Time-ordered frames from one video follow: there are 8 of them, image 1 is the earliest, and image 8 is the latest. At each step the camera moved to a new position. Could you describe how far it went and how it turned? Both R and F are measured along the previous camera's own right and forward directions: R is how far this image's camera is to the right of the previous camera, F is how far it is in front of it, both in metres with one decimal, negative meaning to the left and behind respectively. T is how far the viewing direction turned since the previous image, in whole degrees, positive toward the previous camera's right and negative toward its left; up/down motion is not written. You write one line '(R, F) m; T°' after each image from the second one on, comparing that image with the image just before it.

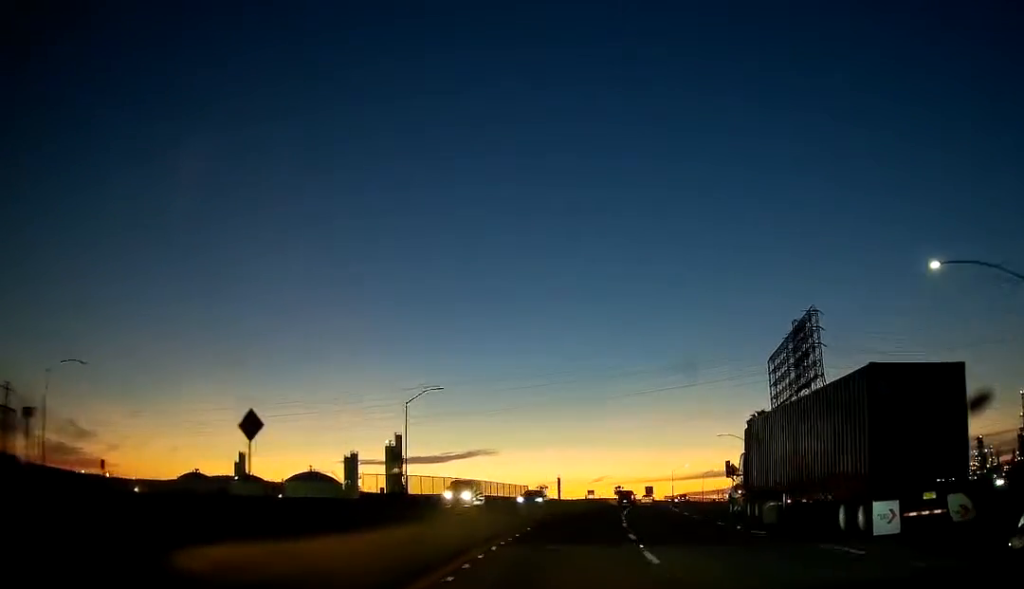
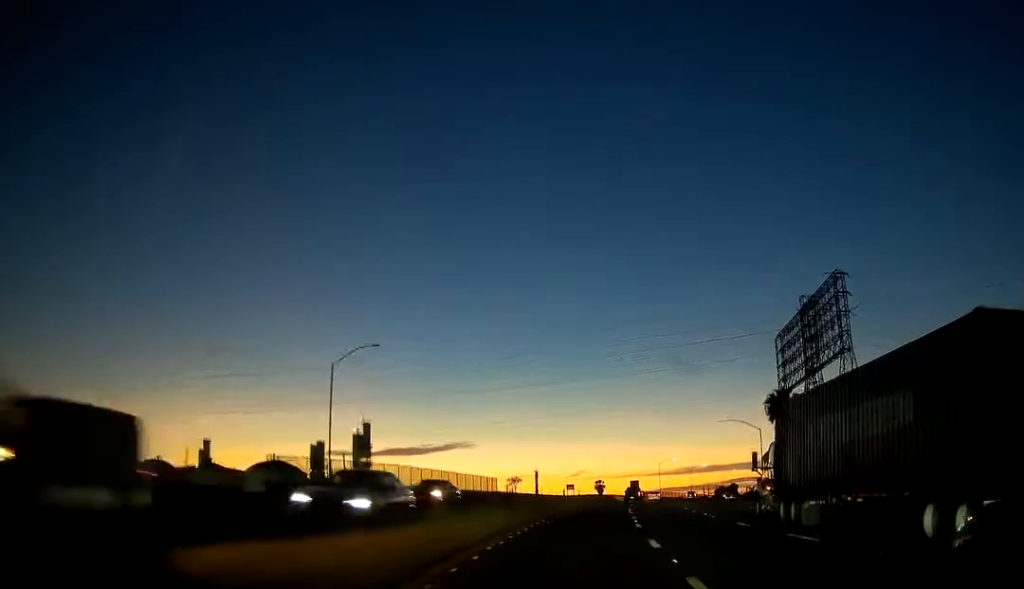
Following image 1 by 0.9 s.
(+0.3, +19.4) m; +2°
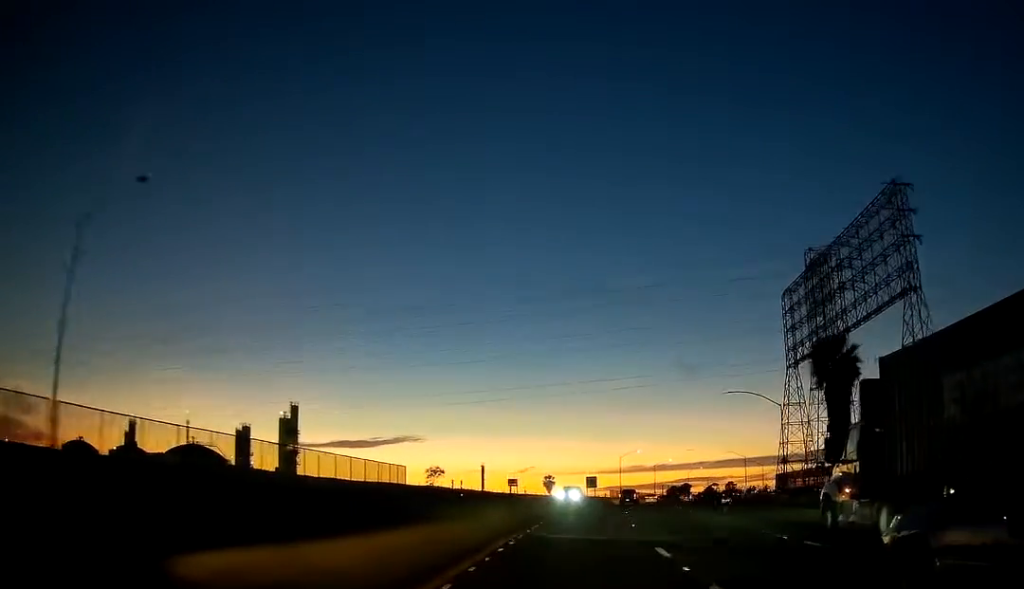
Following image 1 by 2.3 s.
(+0.7, +30.4) m; +5°
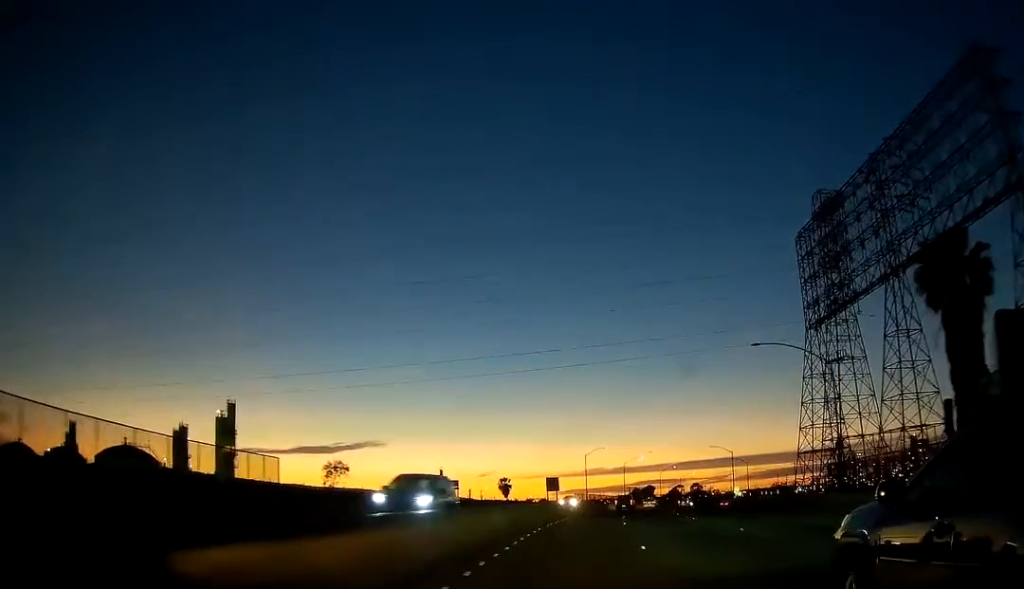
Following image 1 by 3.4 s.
(+1.3, +24.1) m; +3°
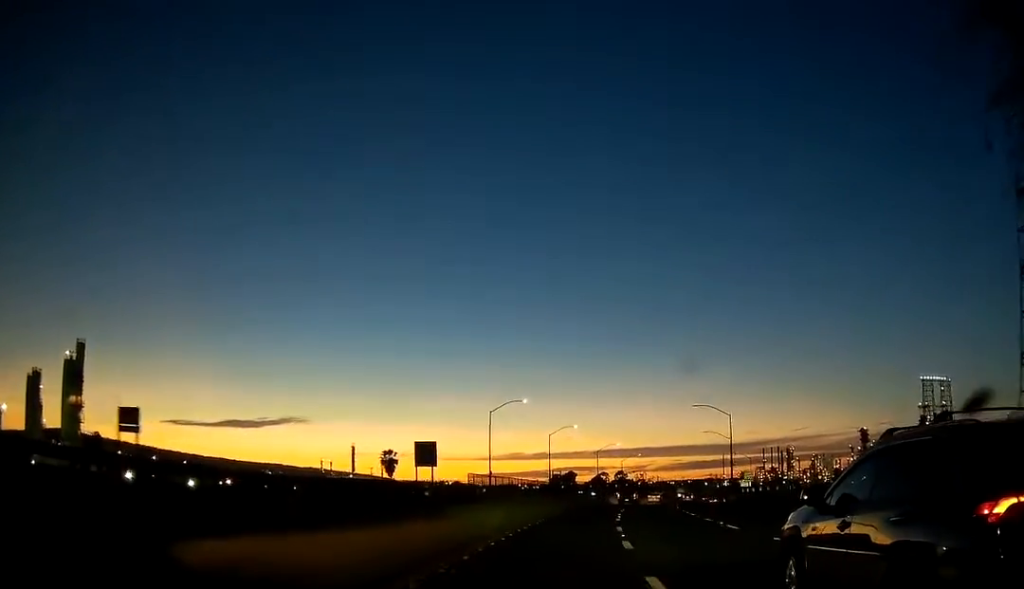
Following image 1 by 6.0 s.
(+1.1, +56.5) m; +5°
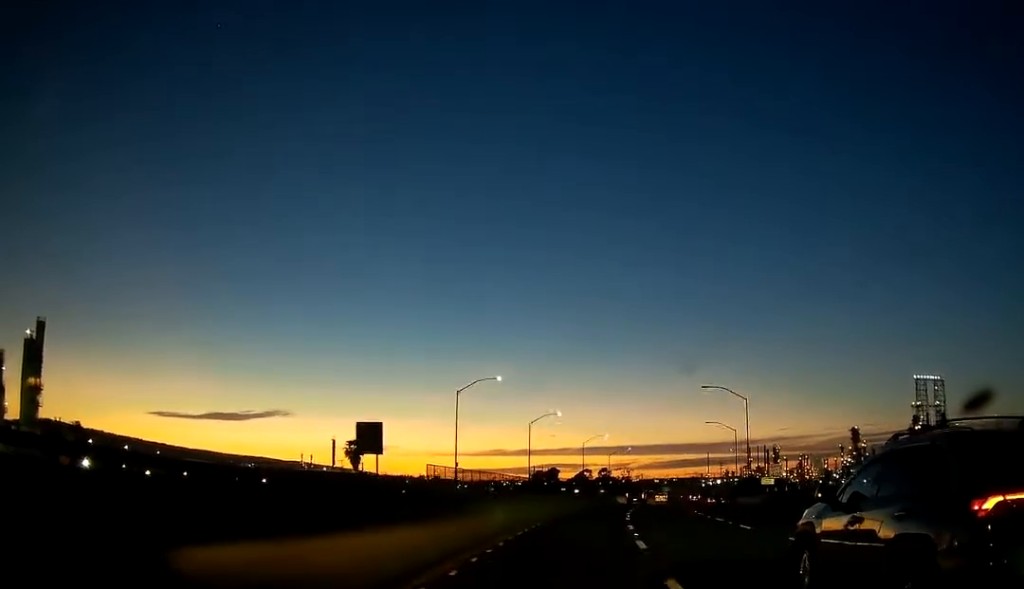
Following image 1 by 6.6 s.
(+0.4, +14.5) m; +2°
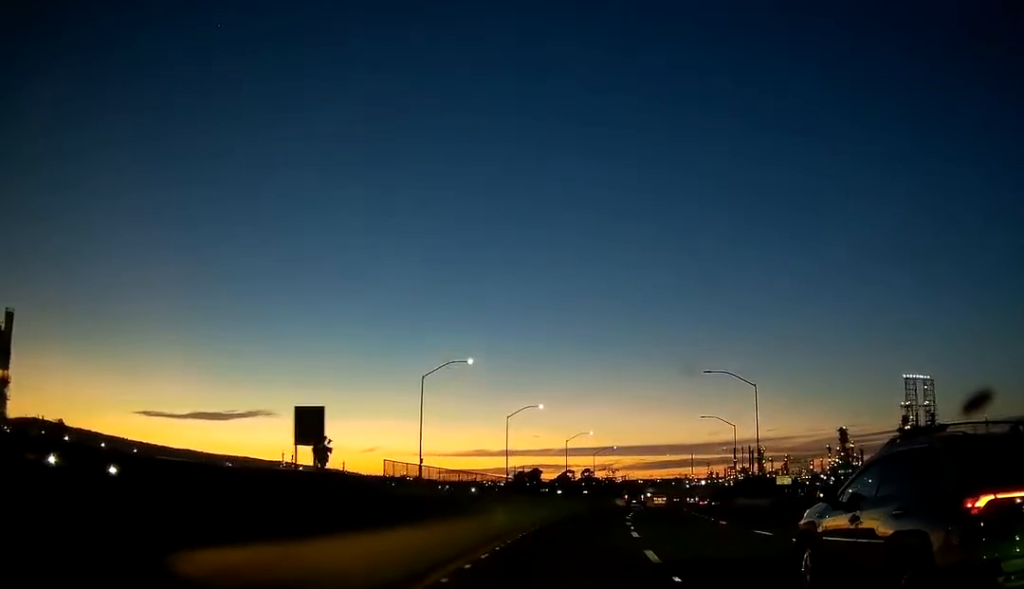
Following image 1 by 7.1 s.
(+0.3, +10.2) m; +1°
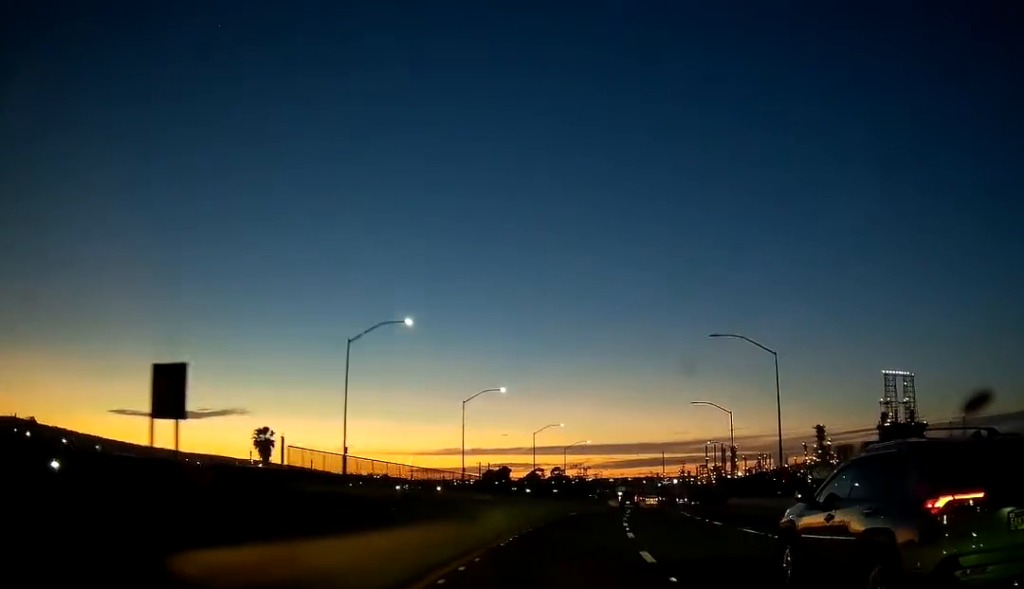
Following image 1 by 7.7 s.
(+0.1, +13.8) m; +2°
